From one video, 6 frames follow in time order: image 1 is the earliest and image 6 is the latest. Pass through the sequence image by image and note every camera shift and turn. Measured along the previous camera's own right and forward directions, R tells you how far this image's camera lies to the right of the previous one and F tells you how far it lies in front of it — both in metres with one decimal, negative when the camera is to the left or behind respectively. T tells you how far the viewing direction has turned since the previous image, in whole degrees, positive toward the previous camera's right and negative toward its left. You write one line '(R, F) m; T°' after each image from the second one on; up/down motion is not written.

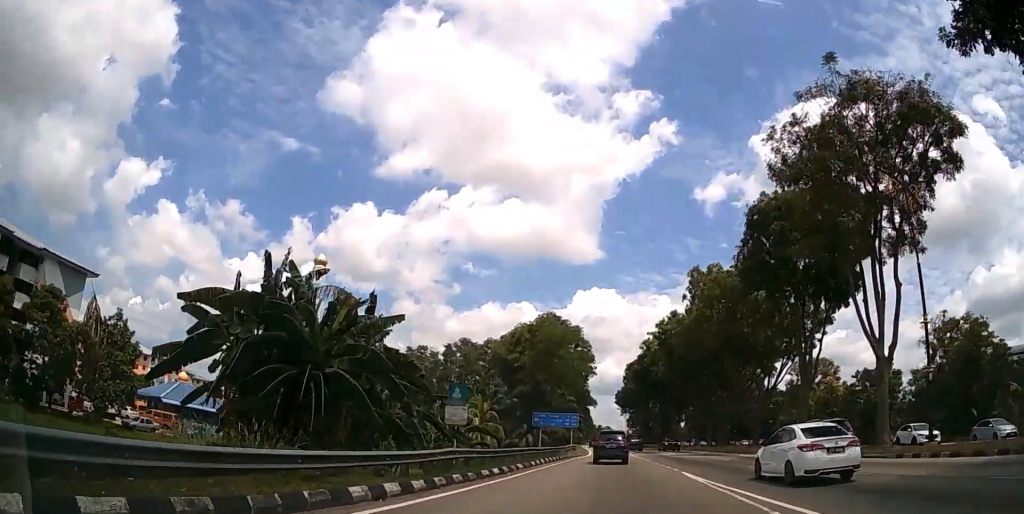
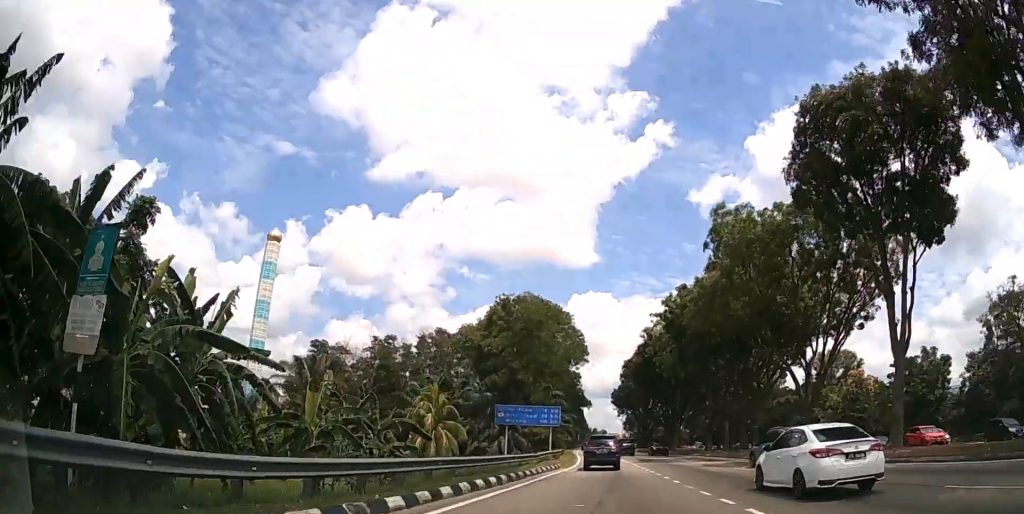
(0.0, +14.4) m; 0°
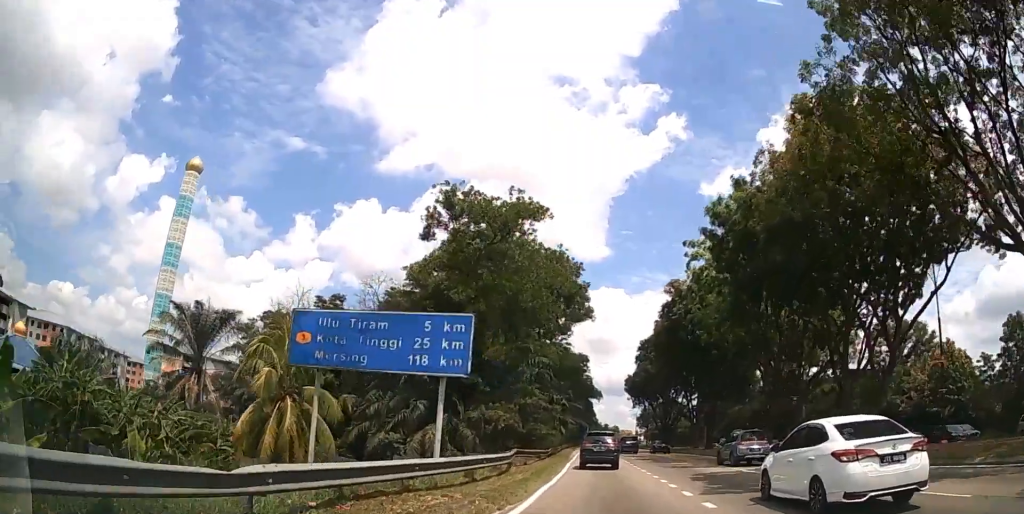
(0.0, +24.2) m; 0°
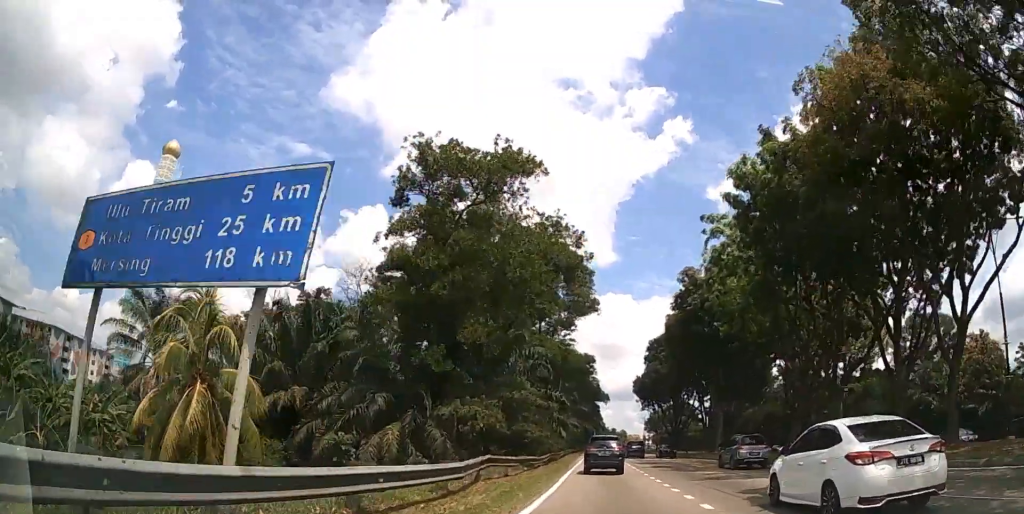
(0.0, +6.0) m; 0°
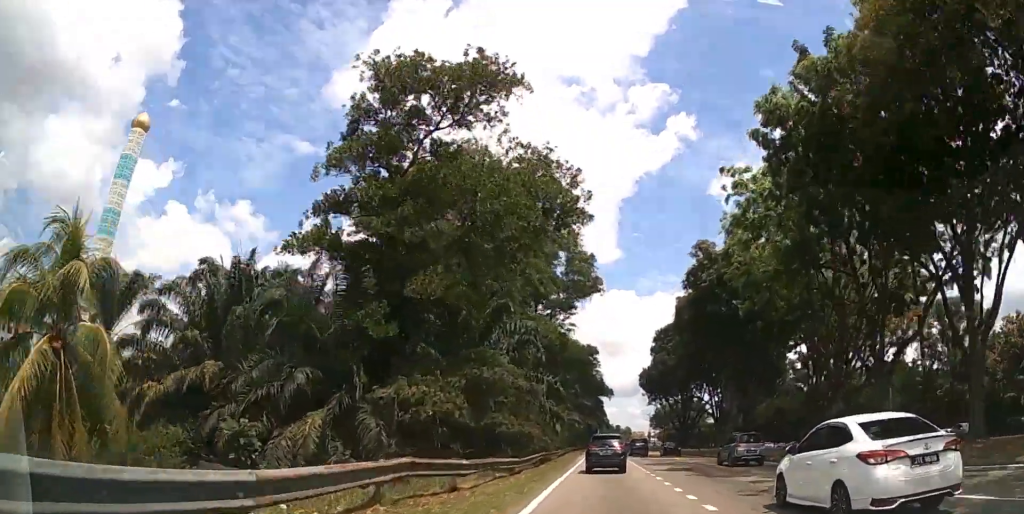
(0.0, +6.5) m; 0°
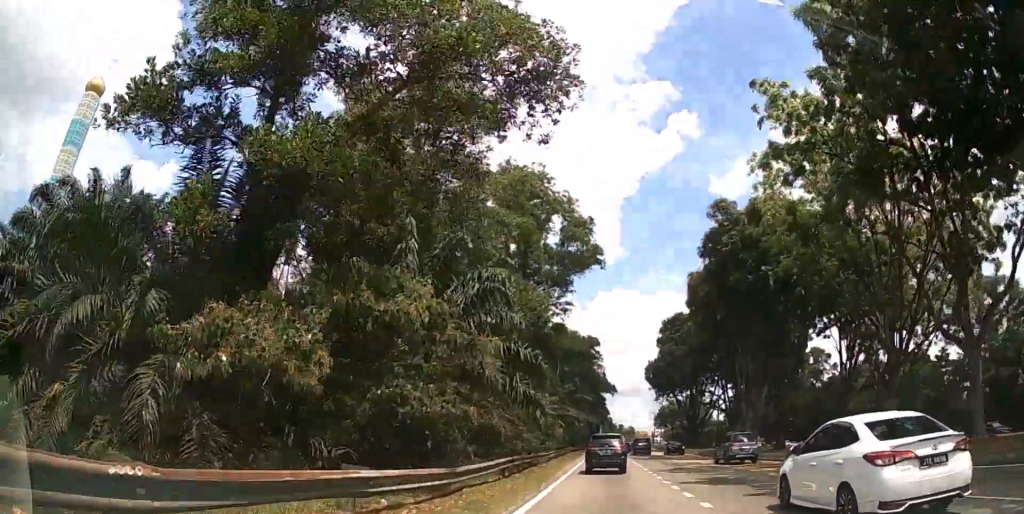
(0.0, +9.2) m; 0°
